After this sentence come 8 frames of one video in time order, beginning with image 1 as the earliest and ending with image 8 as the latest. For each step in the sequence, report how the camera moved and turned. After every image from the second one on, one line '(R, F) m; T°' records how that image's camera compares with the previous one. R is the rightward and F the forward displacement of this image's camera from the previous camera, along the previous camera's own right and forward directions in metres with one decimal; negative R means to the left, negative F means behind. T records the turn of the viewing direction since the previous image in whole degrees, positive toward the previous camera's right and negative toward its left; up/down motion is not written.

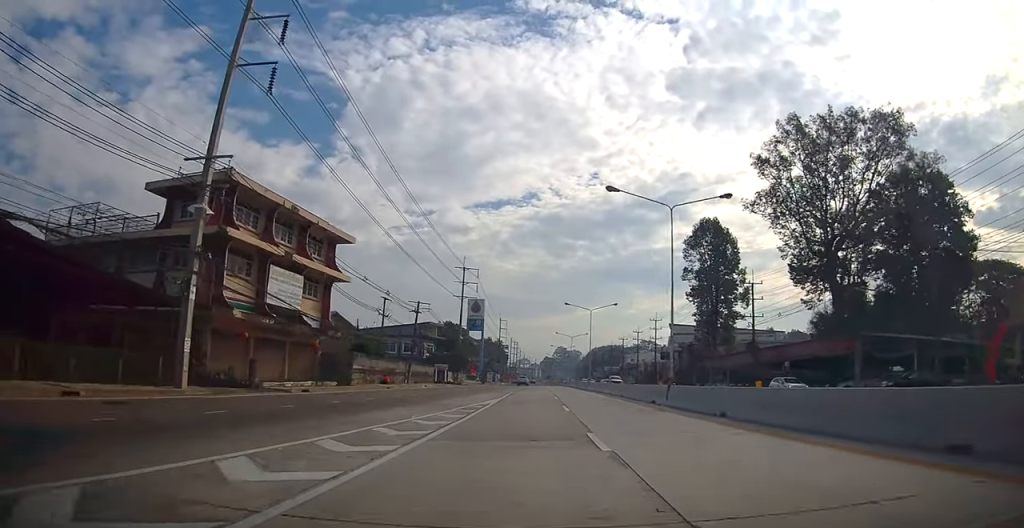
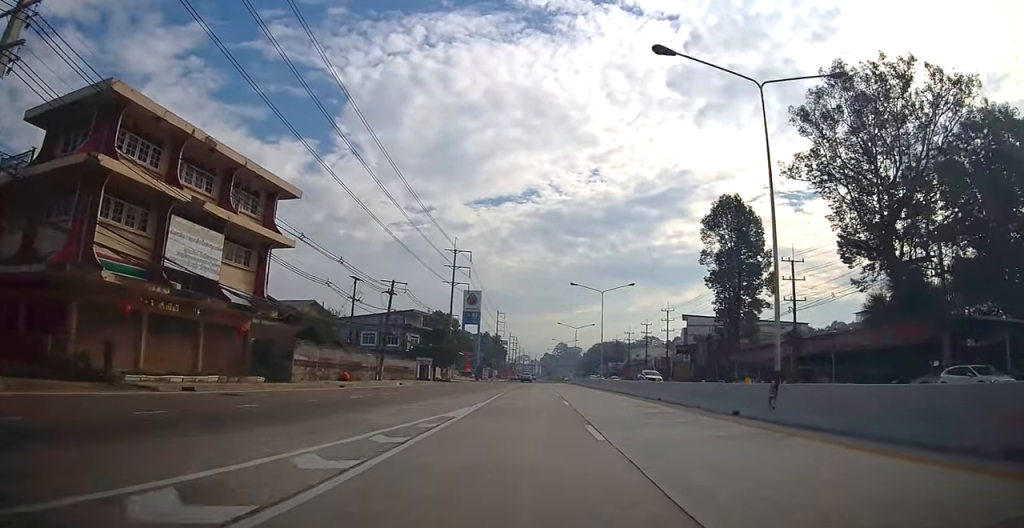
(+0.1, +11.2) m; 0°
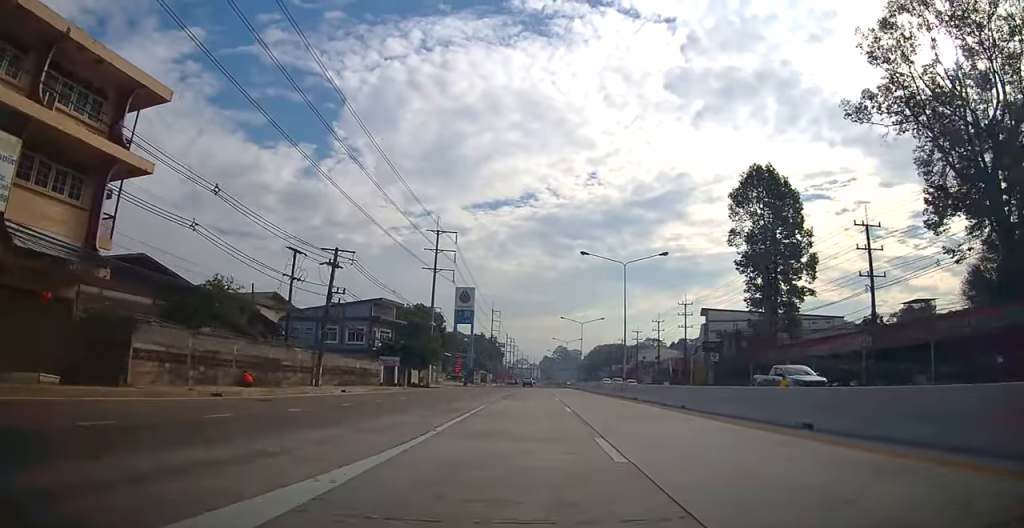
(0.0, +14.4) m; 0°
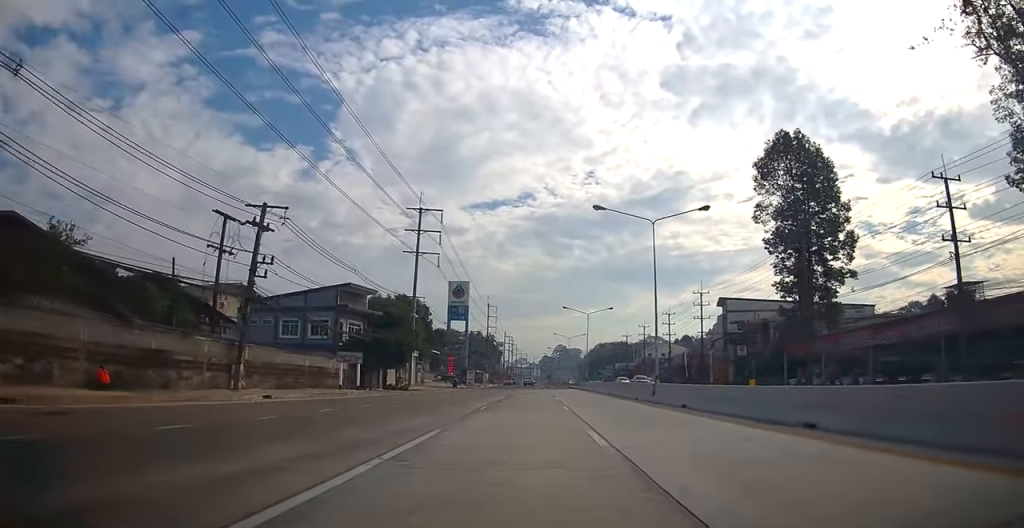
(0.0, +10.0) m; 0°
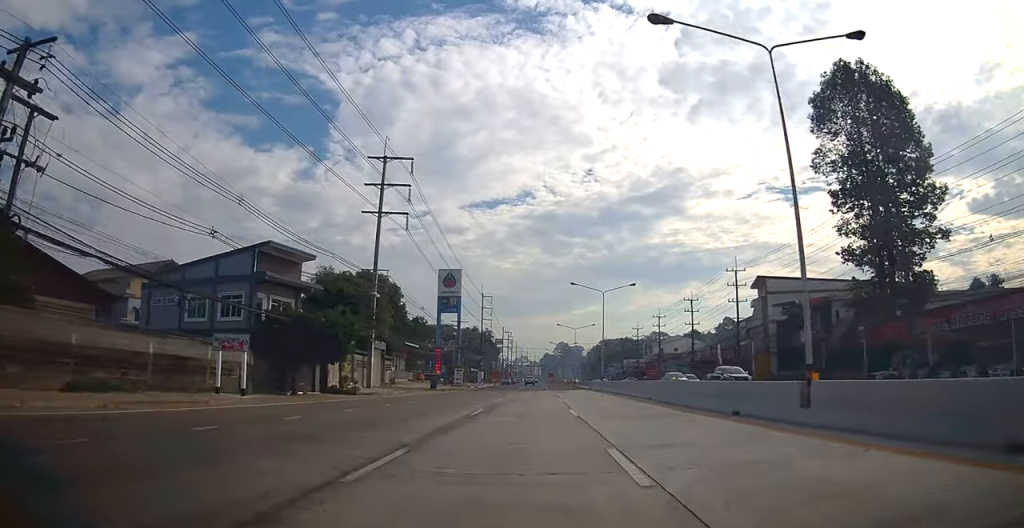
(+0.1, +15.2) m; +1°
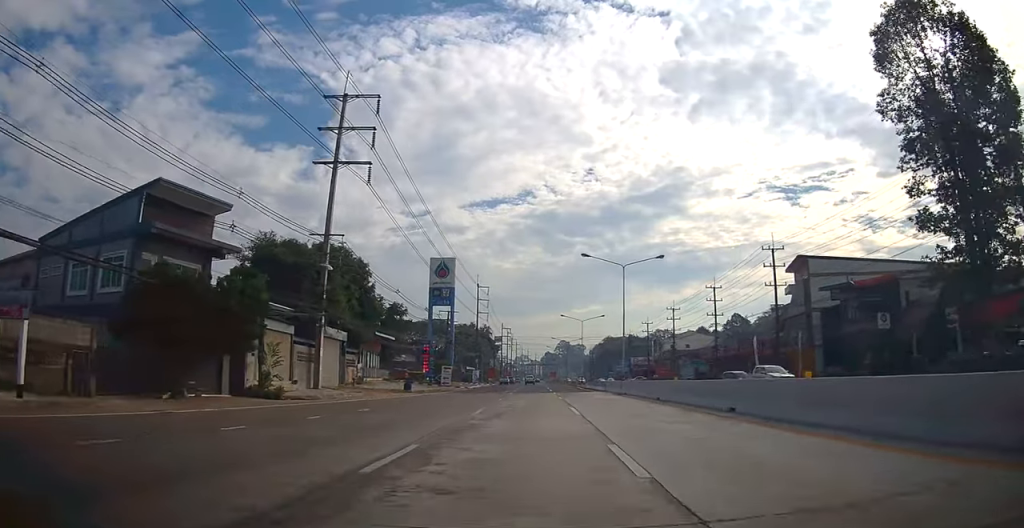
(+0.2, +11.3) m; +1°
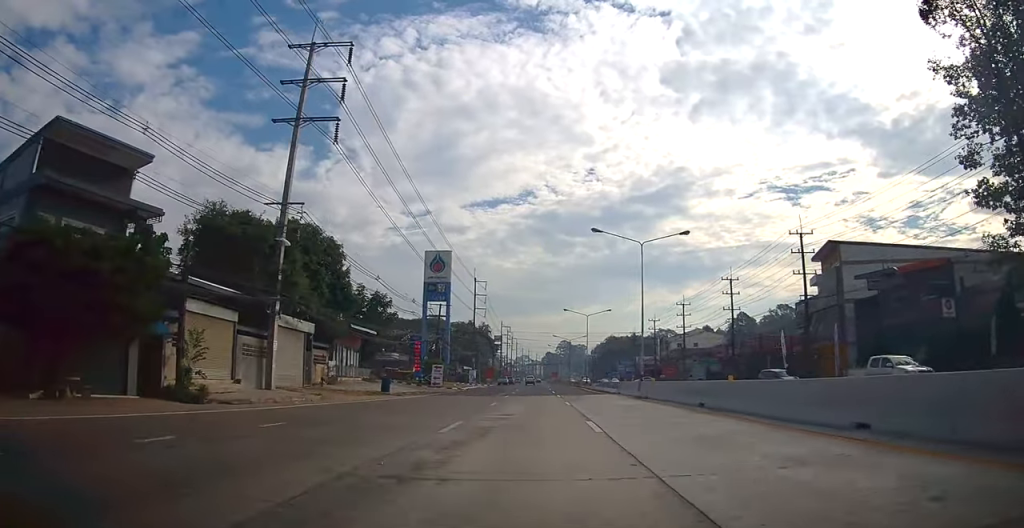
(0.0, +6.6) m; -1°
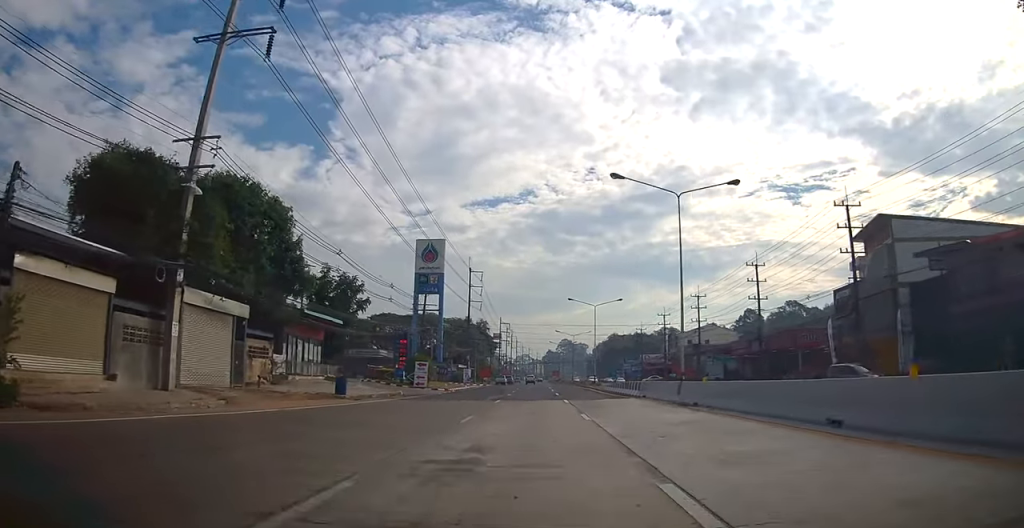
(+0.1, +8.7) m; -1°
